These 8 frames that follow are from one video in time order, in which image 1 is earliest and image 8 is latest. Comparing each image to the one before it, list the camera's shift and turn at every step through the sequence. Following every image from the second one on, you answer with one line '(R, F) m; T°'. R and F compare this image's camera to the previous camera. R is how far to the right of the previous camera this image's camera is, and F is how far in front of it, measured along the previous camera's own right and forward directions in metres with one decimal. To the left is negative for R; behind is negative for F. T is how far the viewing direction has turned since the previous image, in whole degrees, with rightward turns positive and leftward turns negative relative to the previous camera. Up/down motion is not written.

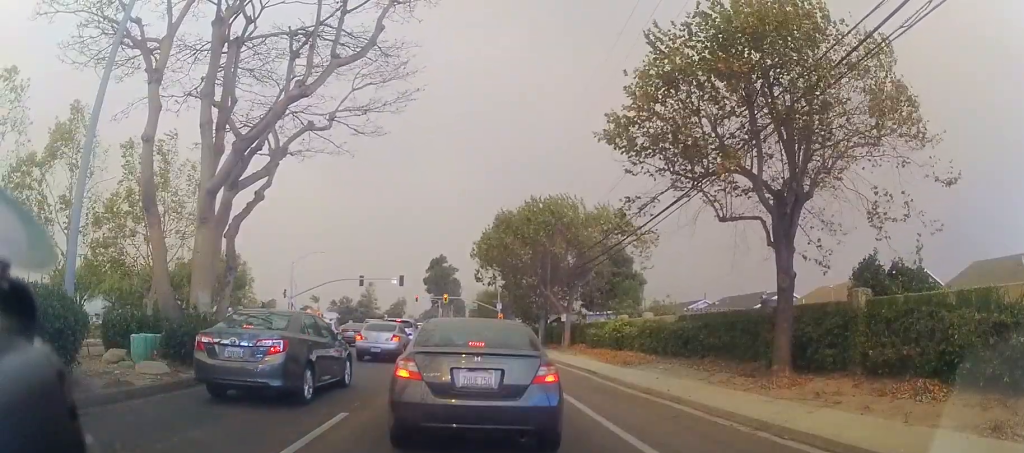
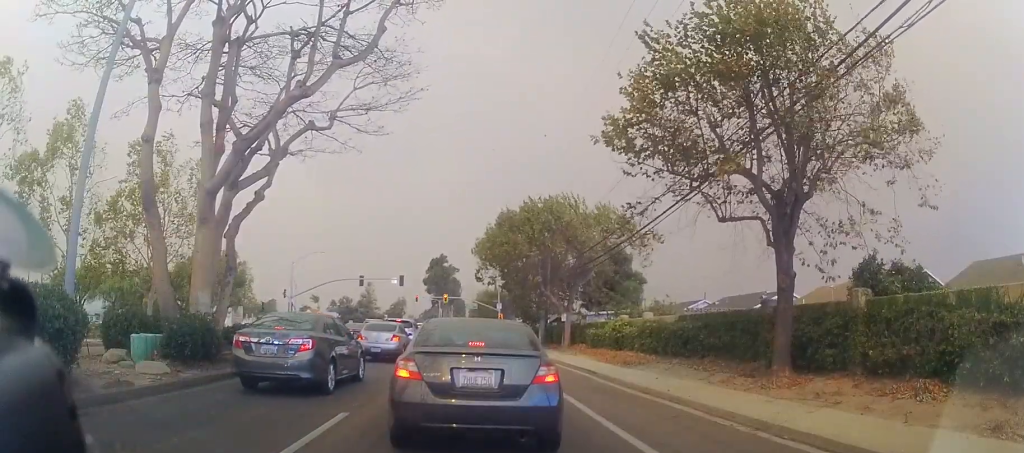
(0.0, 0.0) m; 0°
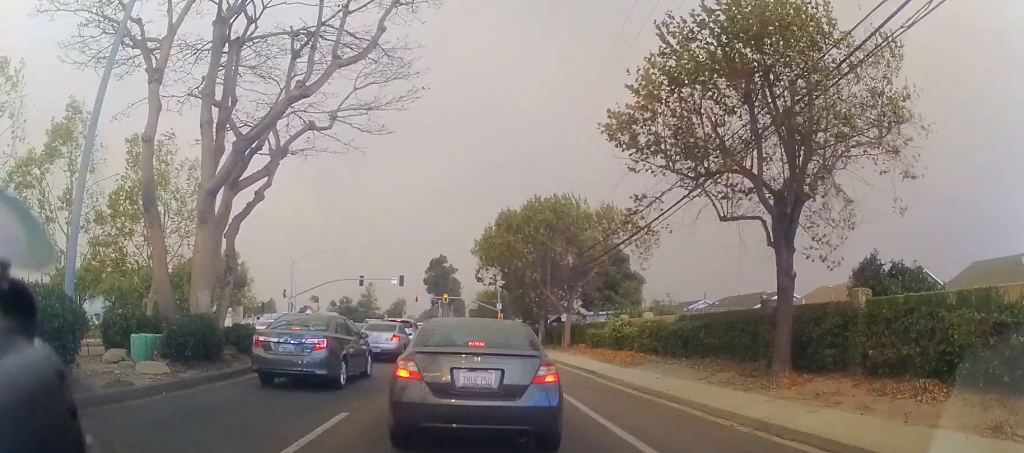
(0.0, 0.0) m; 0°
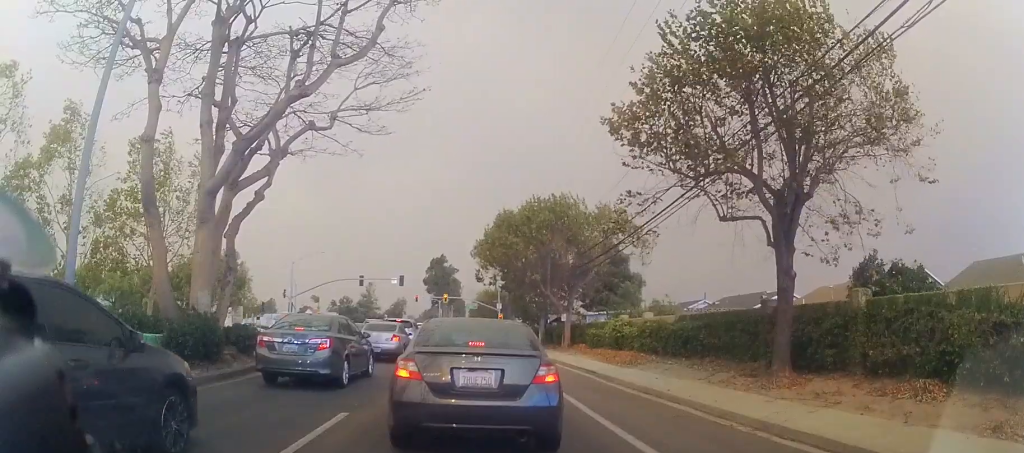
(0.0, 0.0) m; 0°
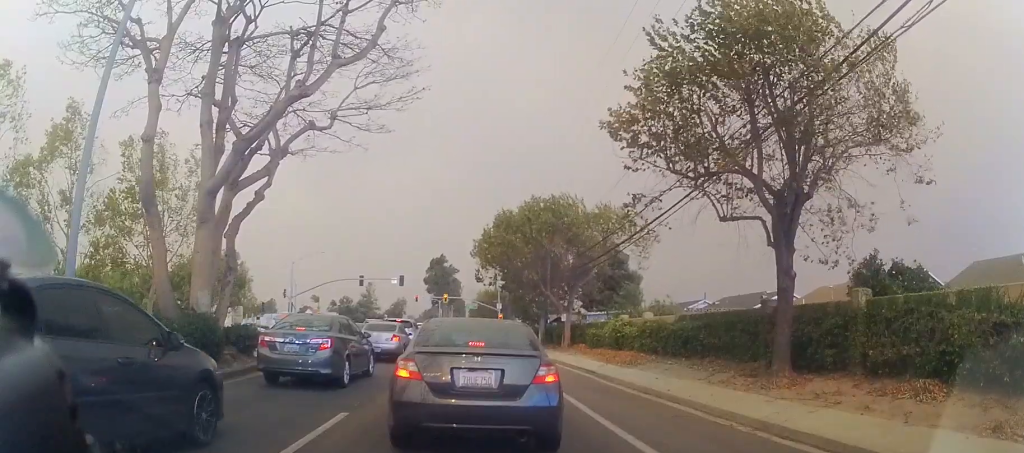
(0.0, 0.0) m; 0°
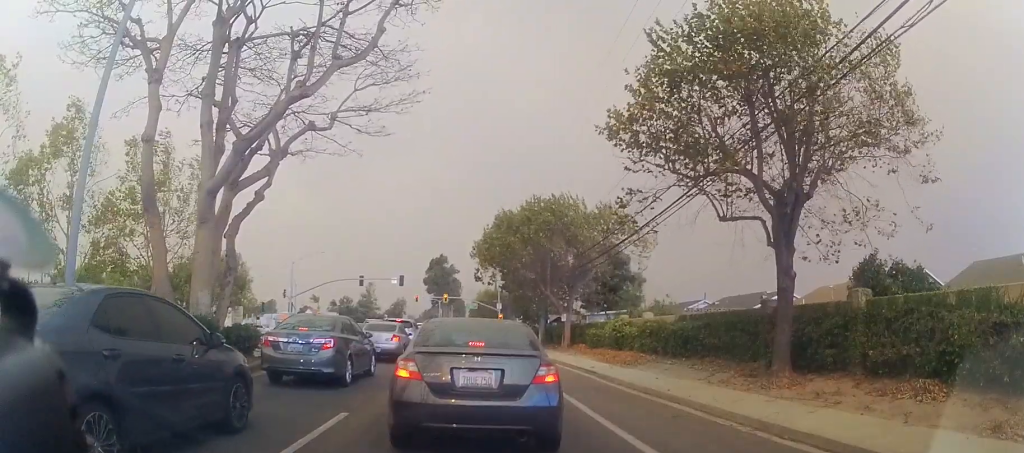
(0.0, 0.0) m; 0°
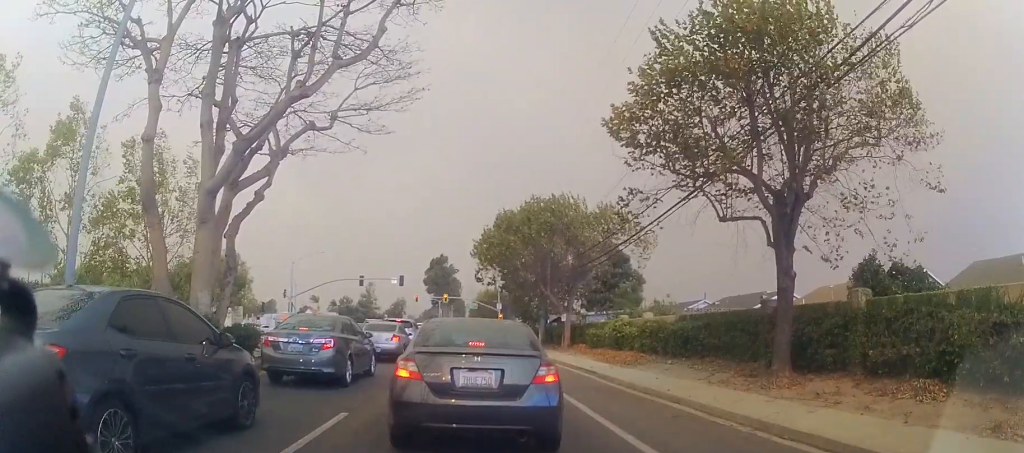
(0.0, 0.0) m; 0°
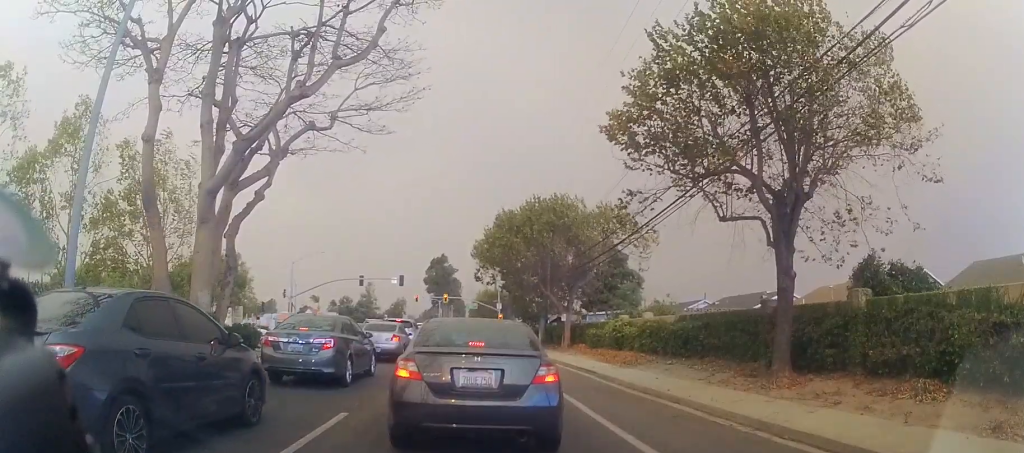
(0.0, 0.0) m; 0°
